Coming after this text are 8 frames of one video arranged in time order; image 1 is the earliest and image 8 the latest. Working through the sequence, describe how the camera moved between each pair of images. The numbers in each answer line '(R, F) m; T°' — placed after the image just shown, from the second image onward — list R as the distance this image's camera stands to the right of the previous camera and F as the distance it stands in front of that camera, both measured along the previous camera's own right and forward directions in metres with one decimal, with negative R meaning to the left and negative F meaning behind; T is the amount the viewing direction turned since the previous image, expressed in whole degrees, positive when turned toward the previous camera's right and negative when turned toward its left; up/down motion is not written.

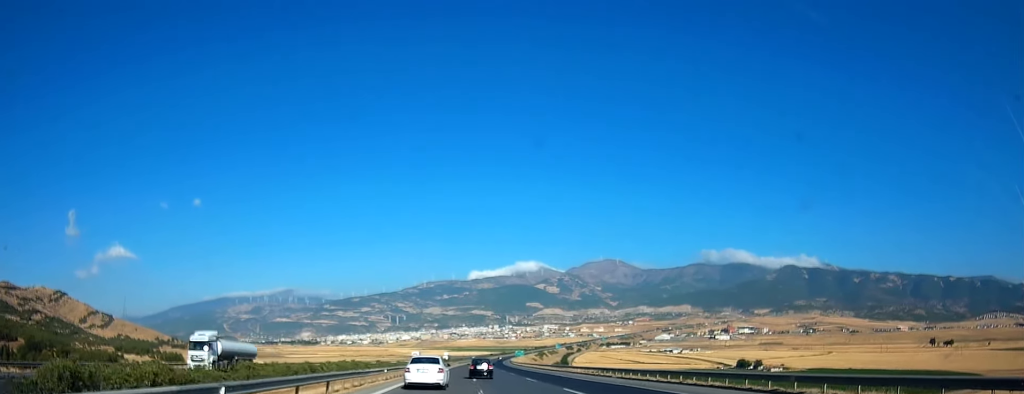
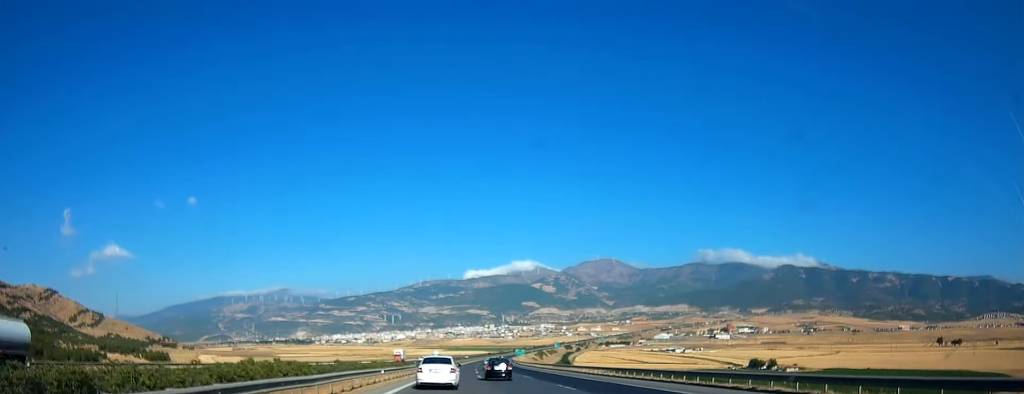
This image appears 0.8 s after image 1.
(+0.4, +27.6) m; +1°
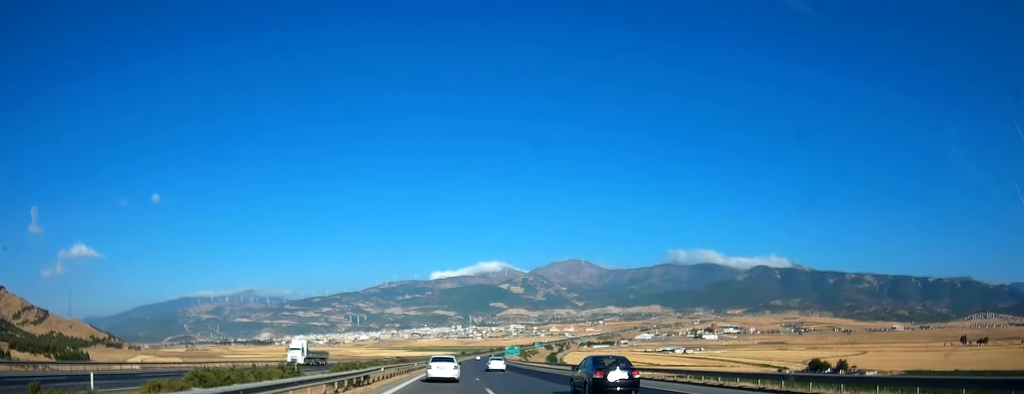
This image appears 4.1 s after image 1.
(+3.0, +118.4) m; +3°
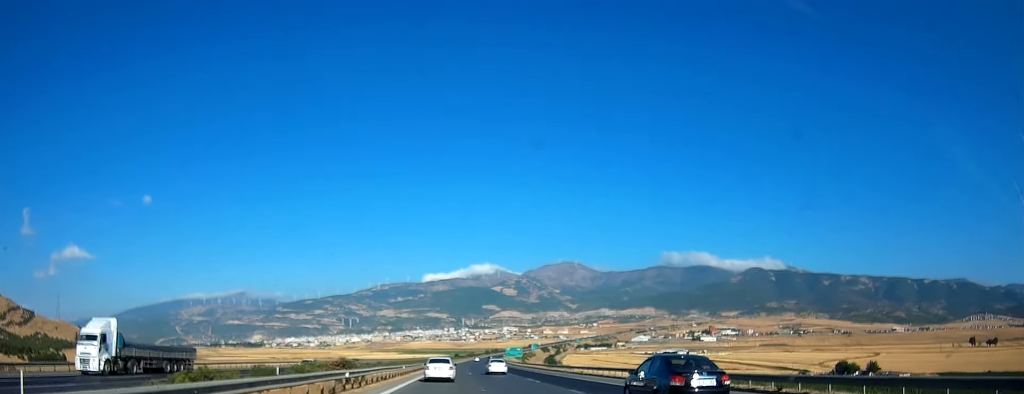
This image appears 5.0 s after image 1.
(+0.6, +33.3) m; +1°
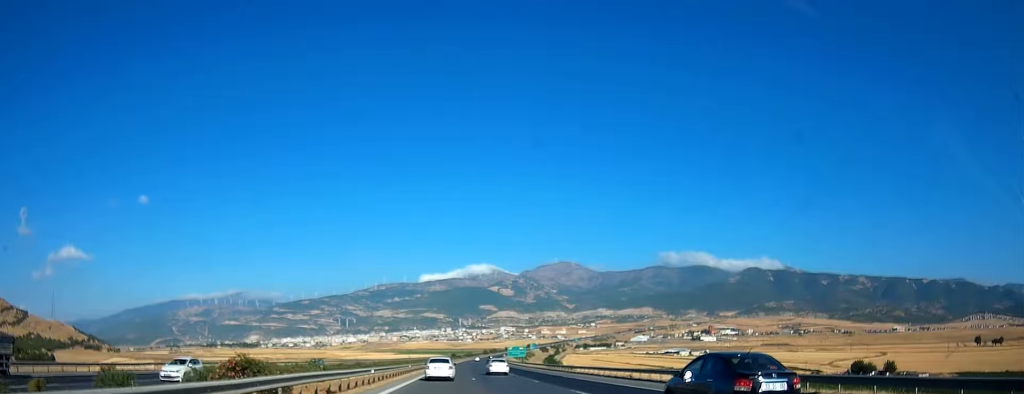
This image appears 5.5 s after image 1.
(0.0, +16.6) m; 0°
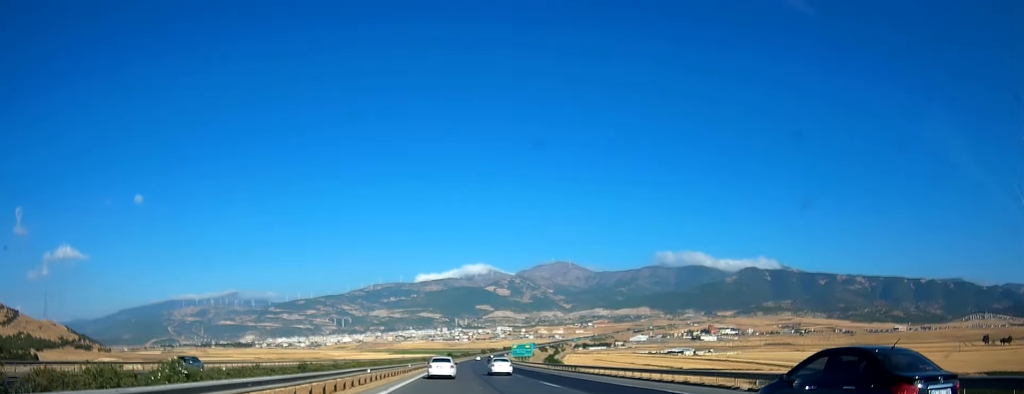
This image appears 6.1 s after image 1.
(0.0, +24.0) m; 0°
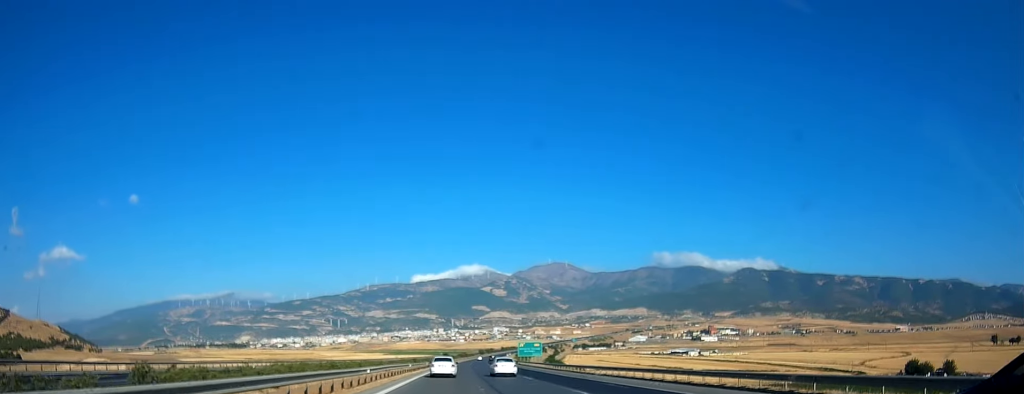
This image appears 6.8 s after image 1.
(-0.2, +24.2) m; 0°
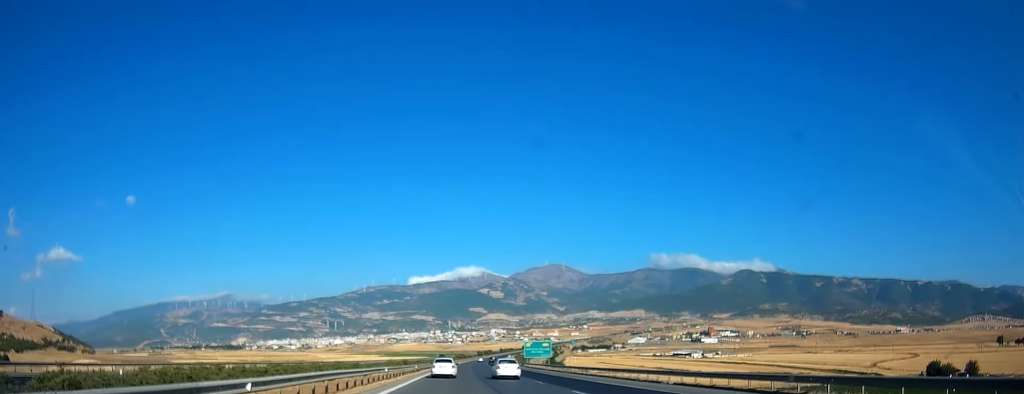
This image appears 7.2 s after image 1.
(+0.1, +16.9) m; +1°
